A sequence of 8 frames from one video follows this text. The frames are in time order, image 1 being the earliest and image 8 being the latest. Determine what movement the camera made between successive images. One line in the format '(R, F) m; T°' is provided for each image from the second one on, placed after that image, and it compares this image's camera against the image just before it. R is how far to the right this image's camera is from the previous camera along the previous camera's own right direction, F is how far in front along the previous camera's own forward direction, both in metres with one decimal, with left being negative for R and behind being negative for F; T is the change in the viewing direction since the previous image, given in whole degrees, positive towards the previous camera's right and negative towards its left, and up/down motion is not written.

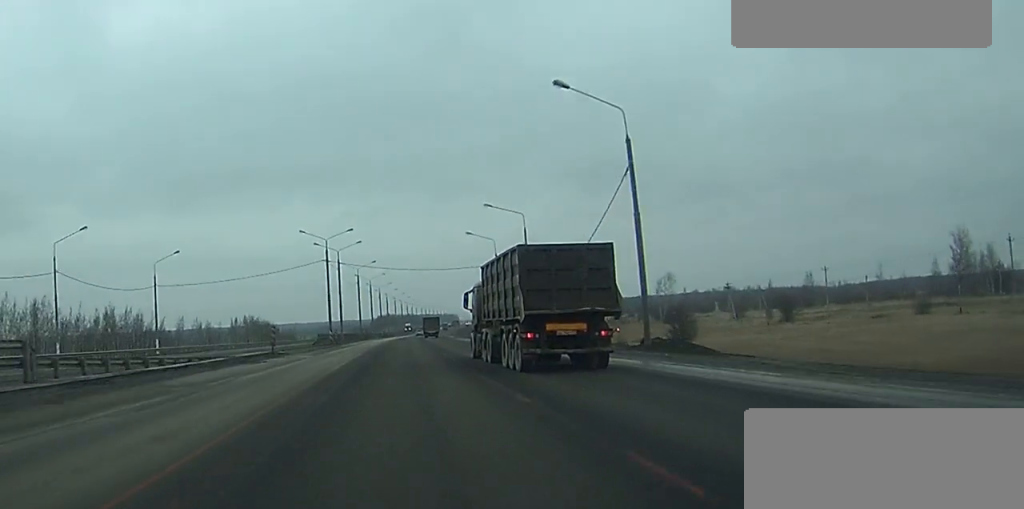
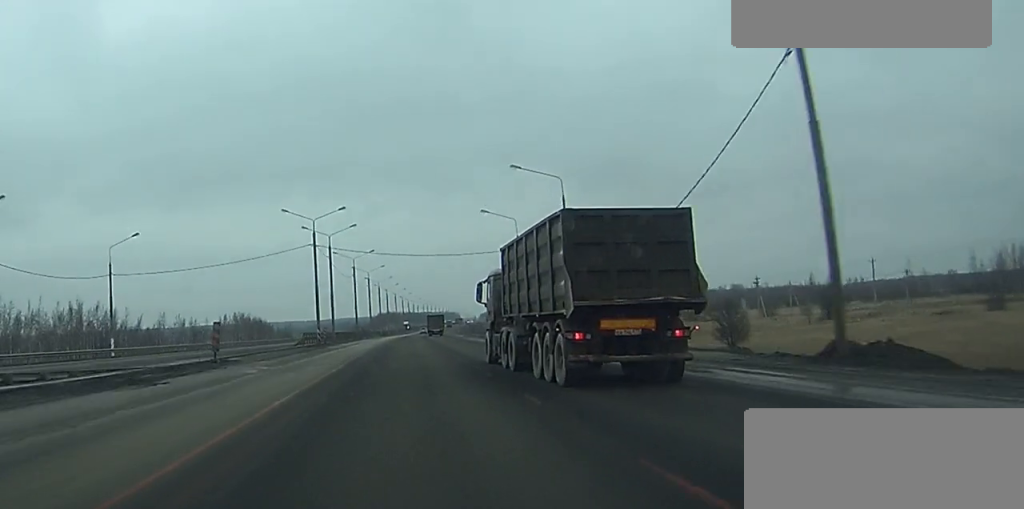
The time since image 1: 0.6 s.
(-1.2, +16.4) m; -1°
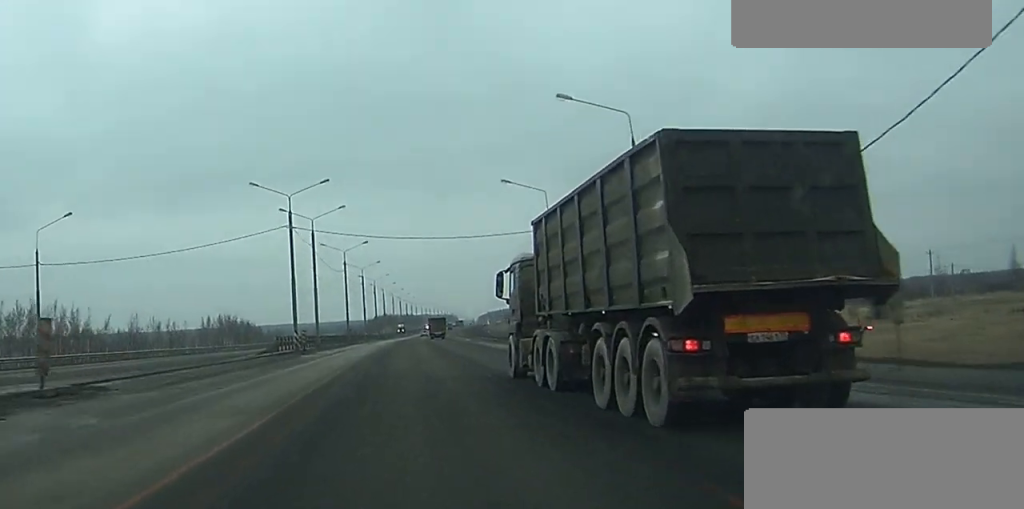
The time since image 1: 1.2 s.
(+0.2, +19.9) m; +1°
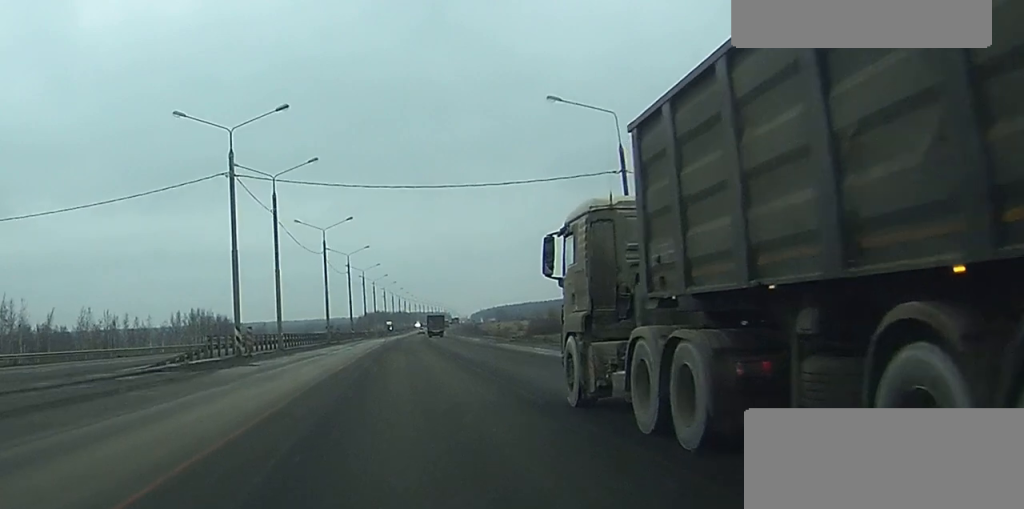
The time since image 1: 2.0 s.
(+0.5, +26.4) m; +1°
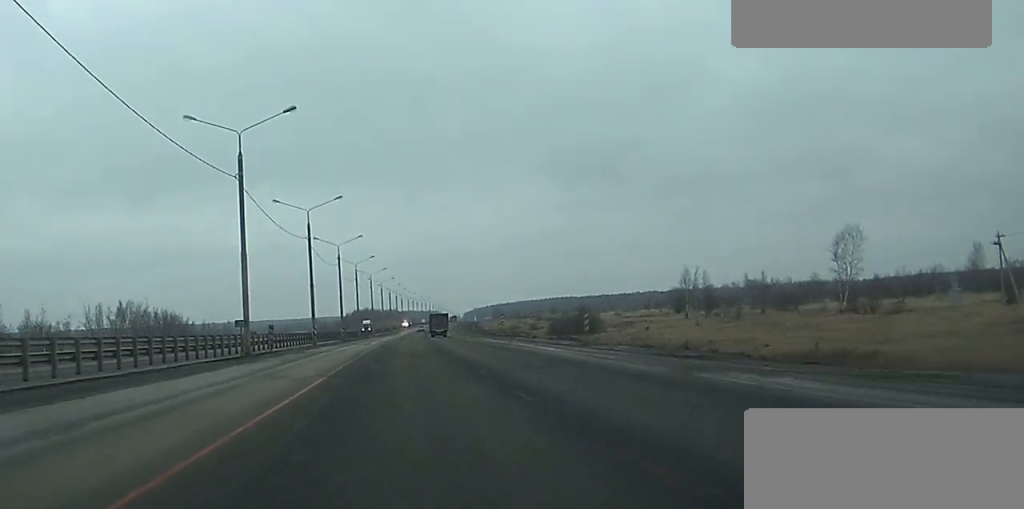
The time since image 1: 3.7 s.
(+0.3, +53.3) m; +1°
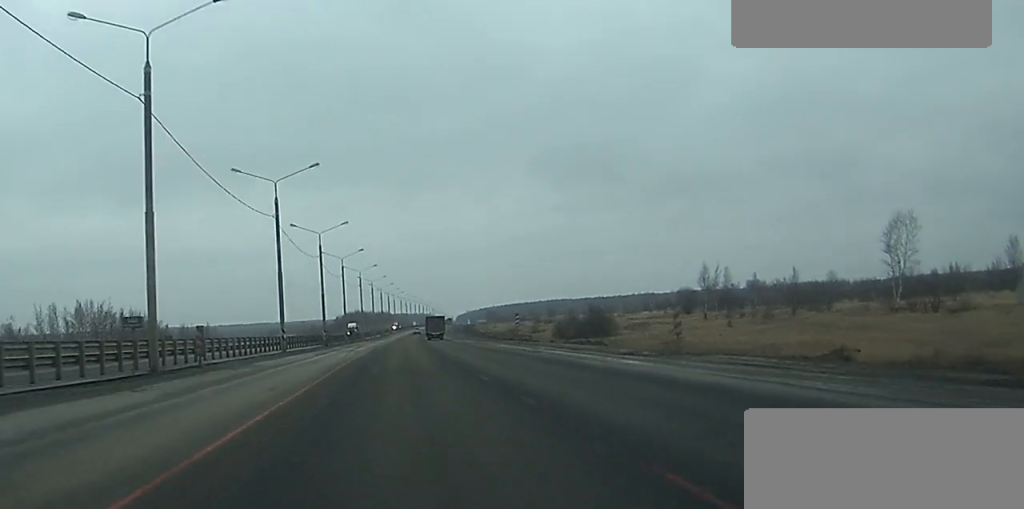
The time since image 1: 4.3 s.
(+0.1, +18.0) m; 0°
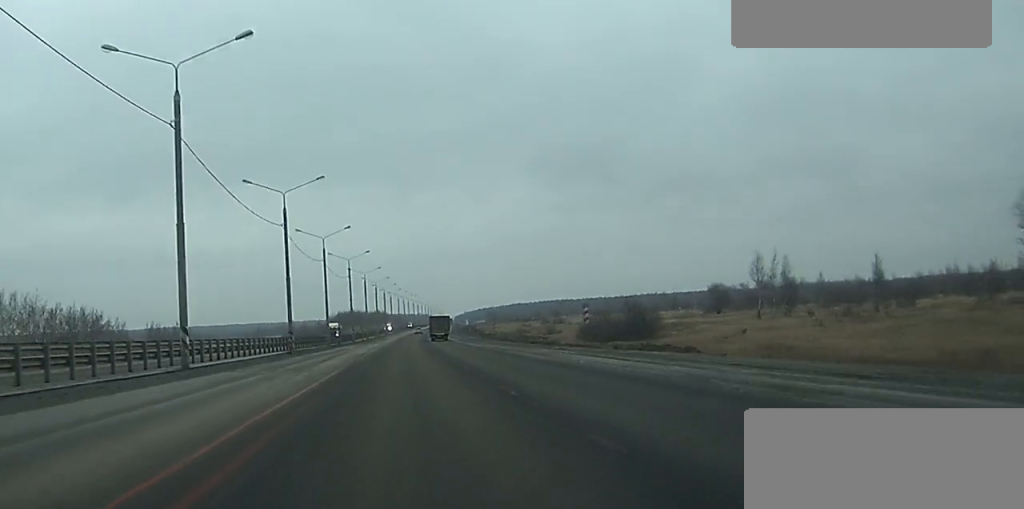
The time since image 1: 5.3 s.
(+0.1, +29.5) m; 0°
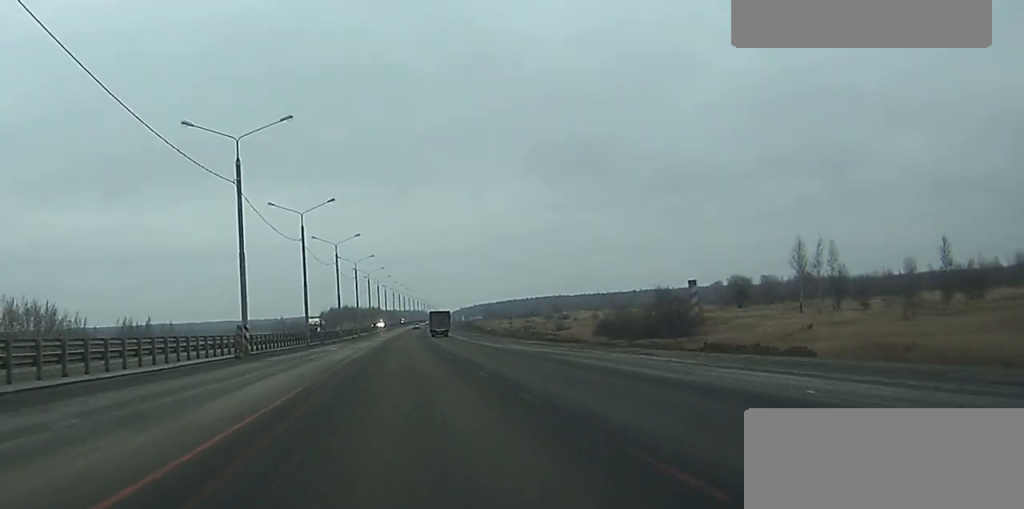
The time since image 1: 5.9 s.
(0.0, +18.5) m; 0°
